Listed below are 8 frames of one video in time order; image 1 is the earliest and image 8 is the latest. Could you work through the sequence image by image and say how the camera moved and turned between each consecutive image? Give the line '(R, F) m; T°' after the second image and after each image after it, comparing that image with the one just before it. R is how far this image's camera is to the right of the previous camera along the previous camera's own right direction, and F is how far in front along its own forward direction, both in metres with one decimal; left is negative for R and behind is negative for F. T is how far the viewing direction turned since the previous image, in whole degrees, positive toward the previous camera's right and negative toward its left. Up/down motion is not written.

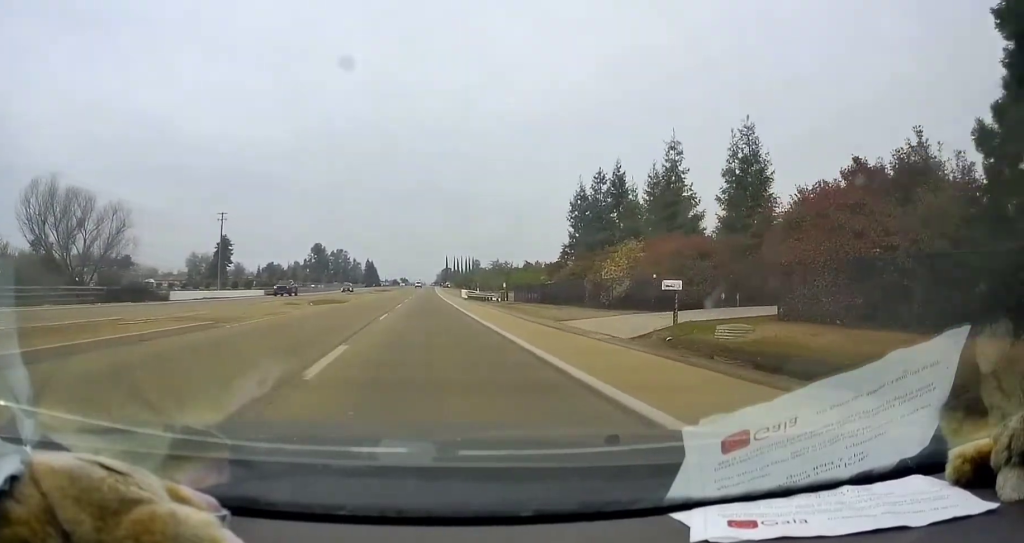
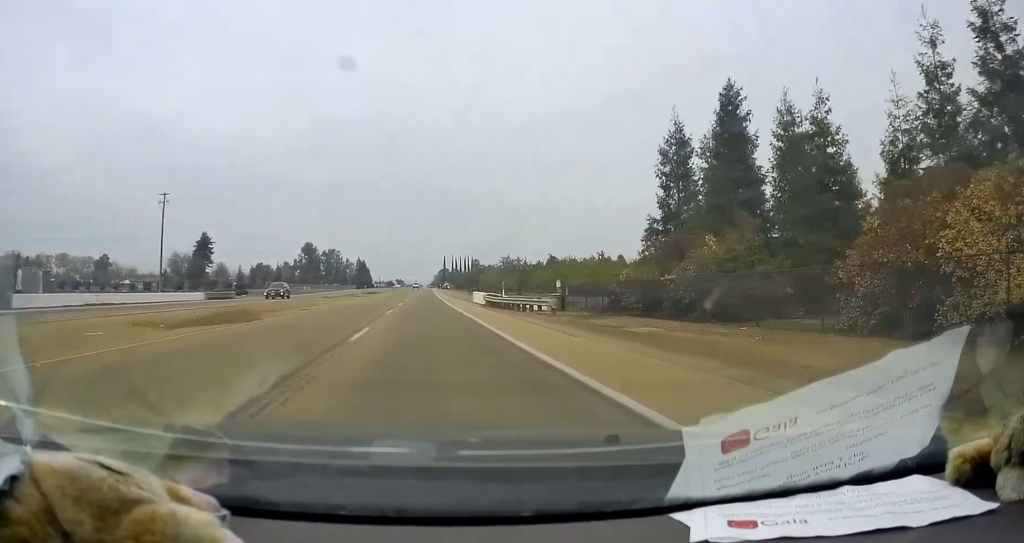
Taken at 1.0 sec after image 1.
(-0.6, +23.6) m; -1°
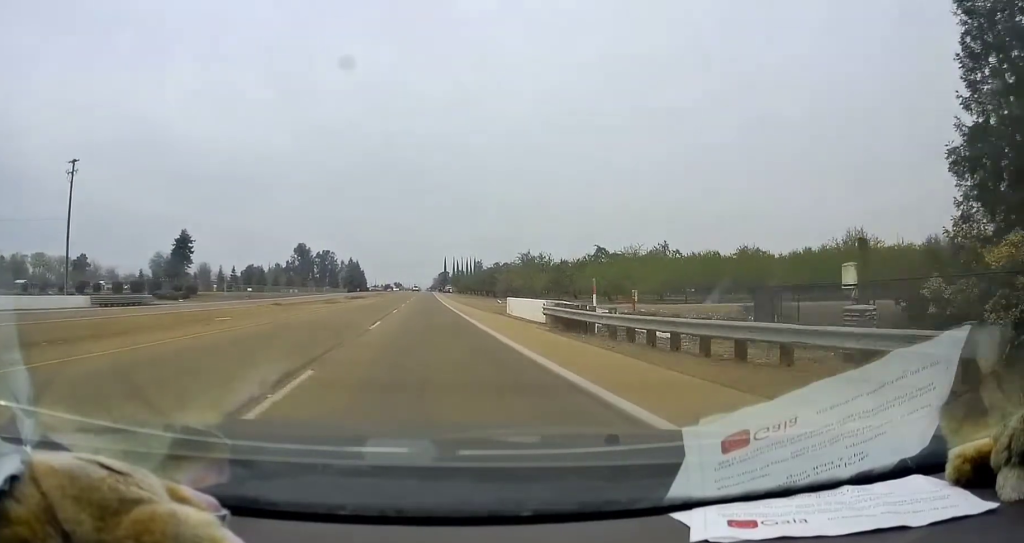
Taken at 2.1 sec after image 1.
(+0.3, +23.5) m; +1°
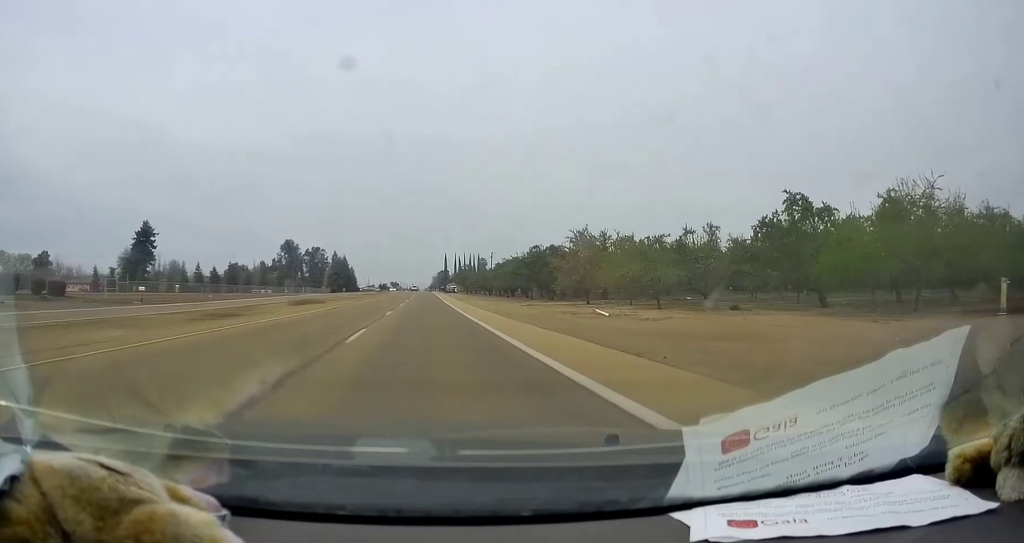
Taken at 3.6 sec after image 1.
(+0.4, +35.6) m; +1°
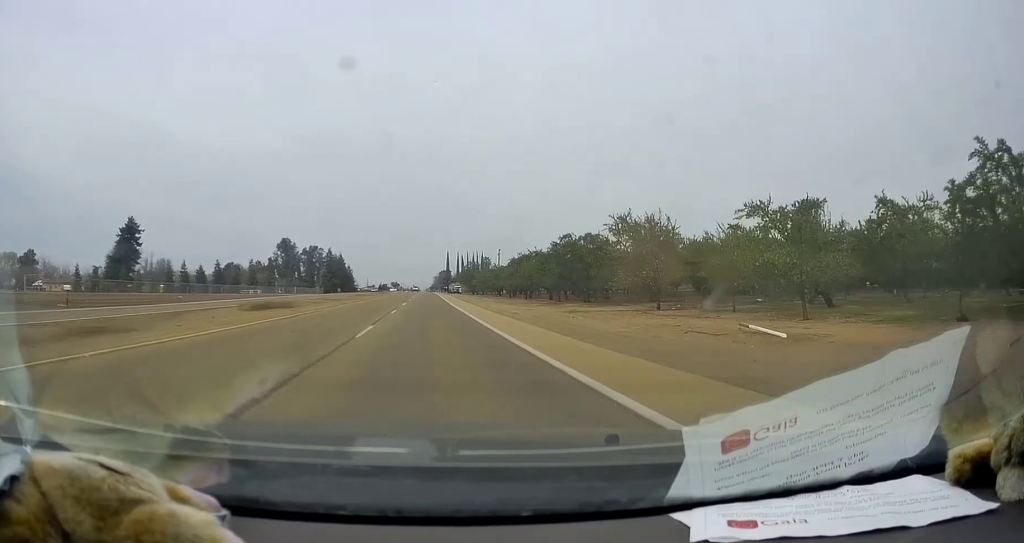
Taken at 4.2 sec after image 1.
(0.0, +12.8) m; 0°
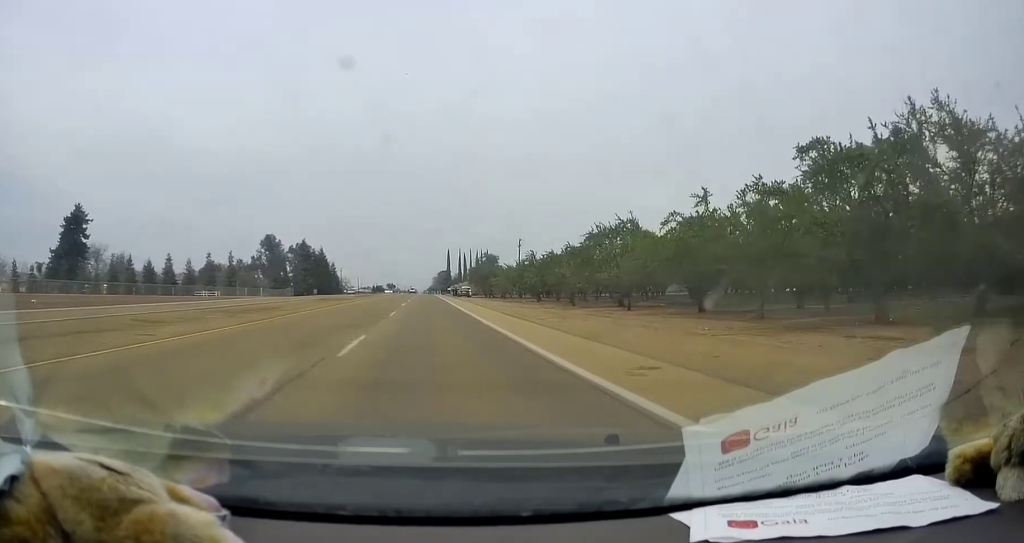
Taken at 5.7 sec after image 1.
(0.0, +33.3) m; 0°
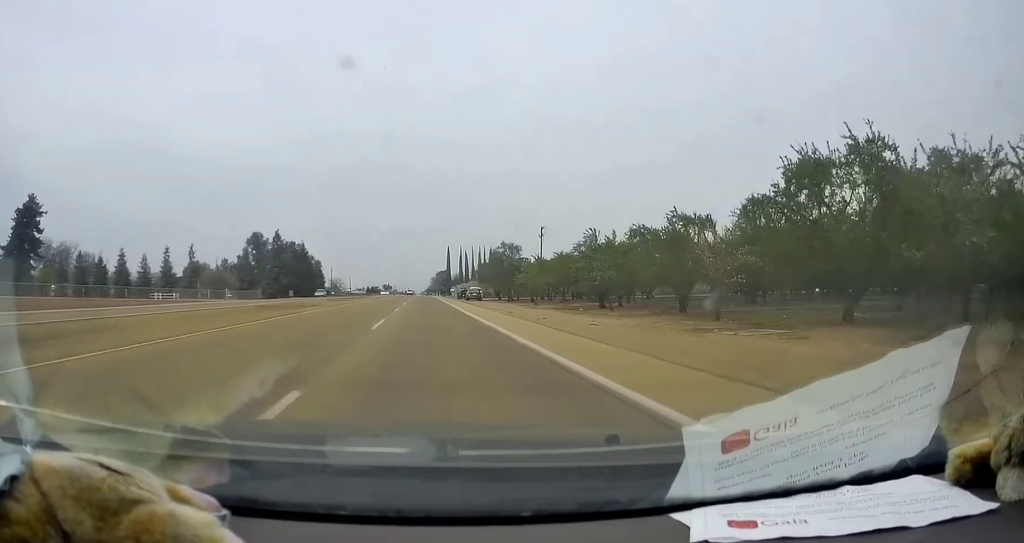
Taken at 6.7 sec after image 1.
(0.0, +23.6) m; 0°
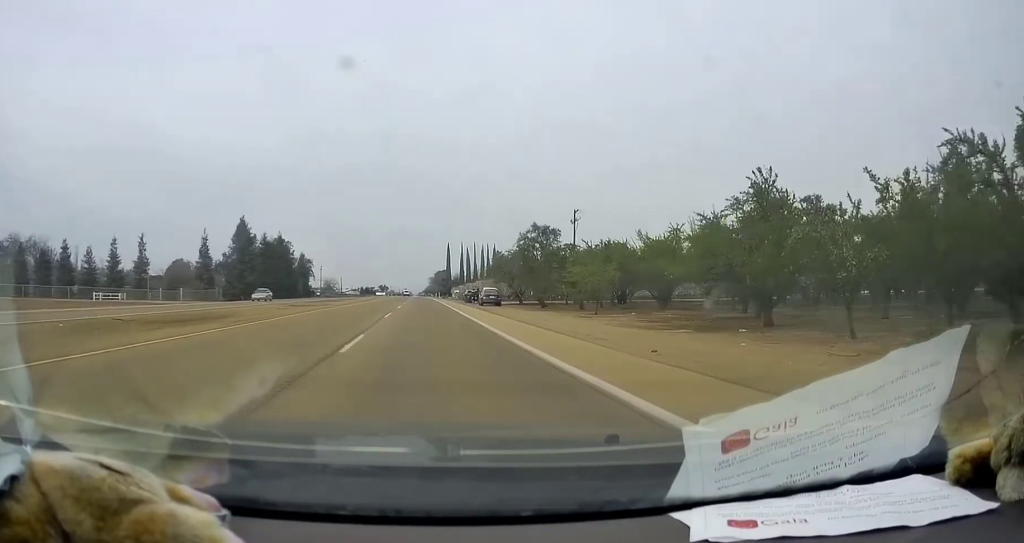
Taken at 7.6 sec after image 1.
(0.0, +21.2) m; +1°
